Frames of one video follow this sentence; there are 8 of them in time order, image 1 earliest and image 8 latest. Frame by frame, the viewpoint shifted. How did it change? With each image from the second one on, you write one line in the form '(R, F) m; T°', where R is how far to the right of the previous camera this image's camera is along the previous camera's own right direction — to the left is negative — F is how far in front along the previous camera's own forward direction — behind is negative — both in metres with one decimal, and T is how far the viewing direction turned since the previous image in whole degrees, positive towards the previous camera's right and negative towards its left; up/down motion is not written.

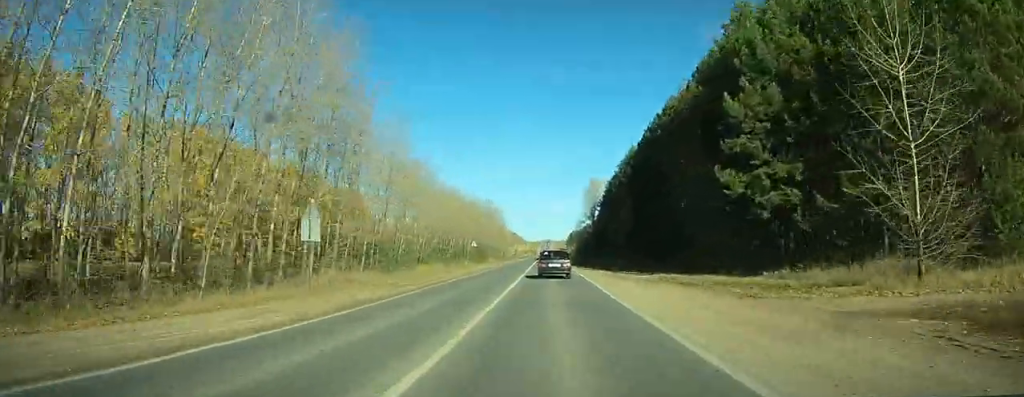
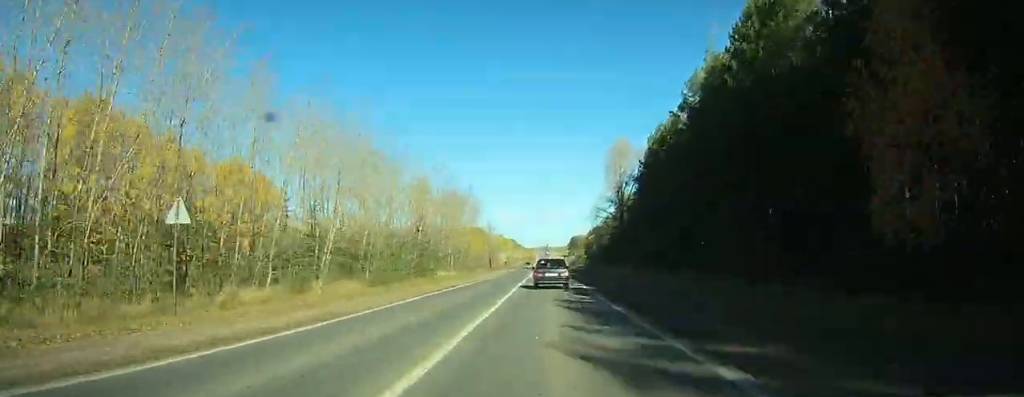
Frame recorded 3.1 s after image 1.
(-1.3, +64.4) m; -1°
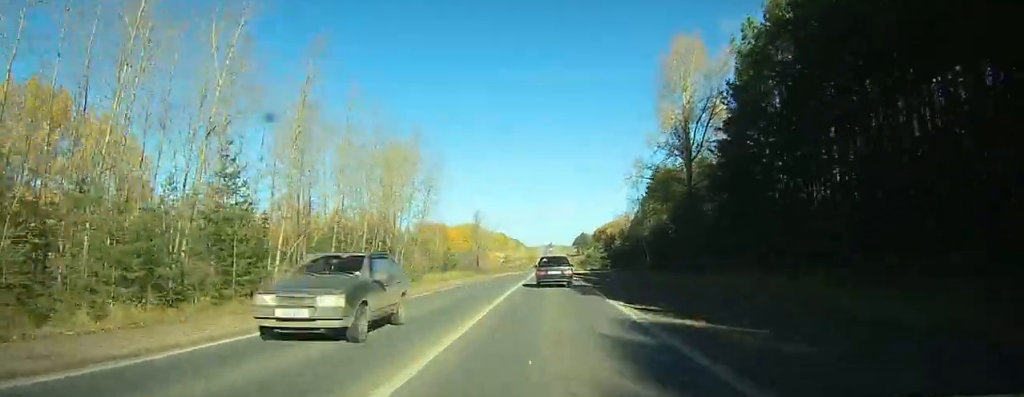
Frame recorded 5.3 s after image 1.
(+1.6, +50.8) m; +4°
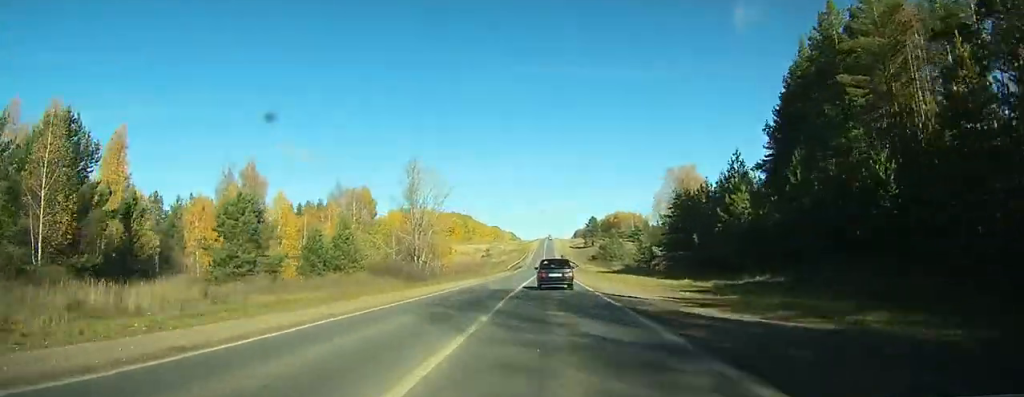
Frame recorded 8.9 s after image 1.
(-0.4, +81.5) m; -2°
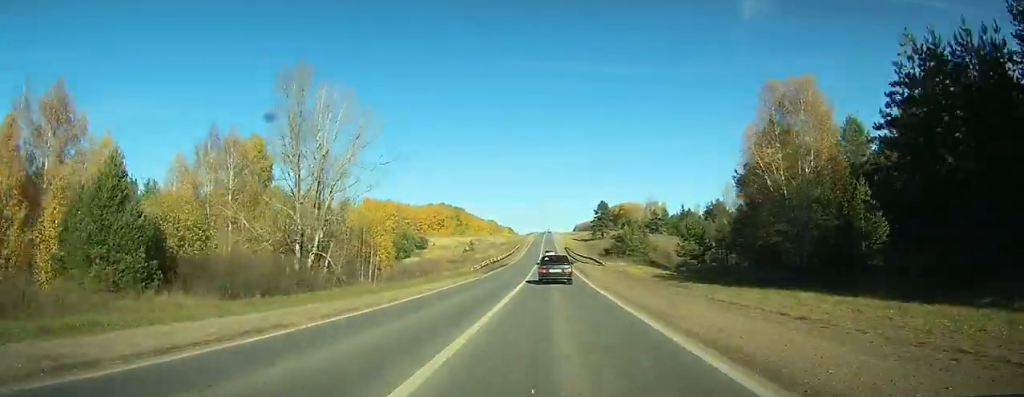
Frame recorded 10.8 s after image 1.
(-0.2, +42.3) m; +1°
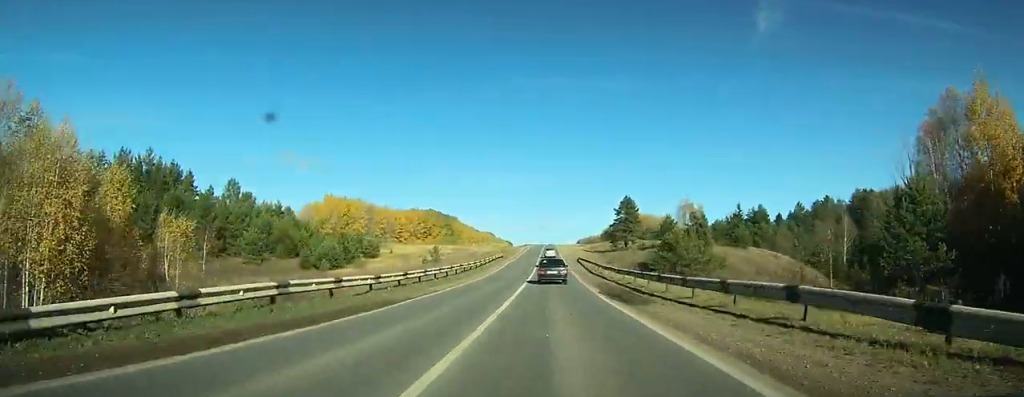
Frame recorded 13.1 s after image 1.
(+0.7, +48.9) m; +1°
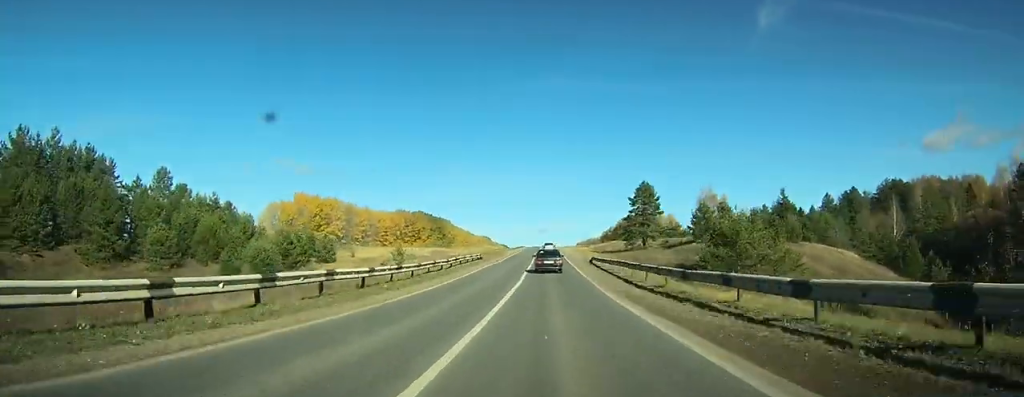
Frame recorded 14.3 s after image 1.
(-0.3, +23.3) m; 0°
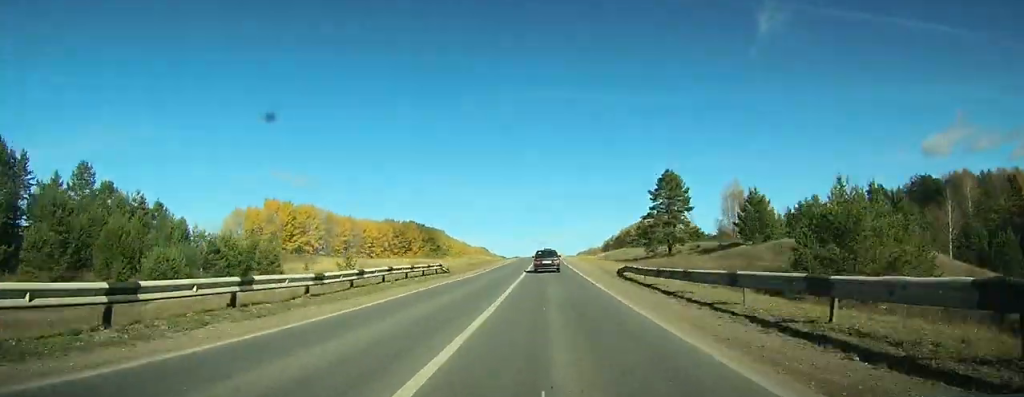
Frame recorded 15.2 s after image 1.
(+0.3, +19.4) m; +1°
